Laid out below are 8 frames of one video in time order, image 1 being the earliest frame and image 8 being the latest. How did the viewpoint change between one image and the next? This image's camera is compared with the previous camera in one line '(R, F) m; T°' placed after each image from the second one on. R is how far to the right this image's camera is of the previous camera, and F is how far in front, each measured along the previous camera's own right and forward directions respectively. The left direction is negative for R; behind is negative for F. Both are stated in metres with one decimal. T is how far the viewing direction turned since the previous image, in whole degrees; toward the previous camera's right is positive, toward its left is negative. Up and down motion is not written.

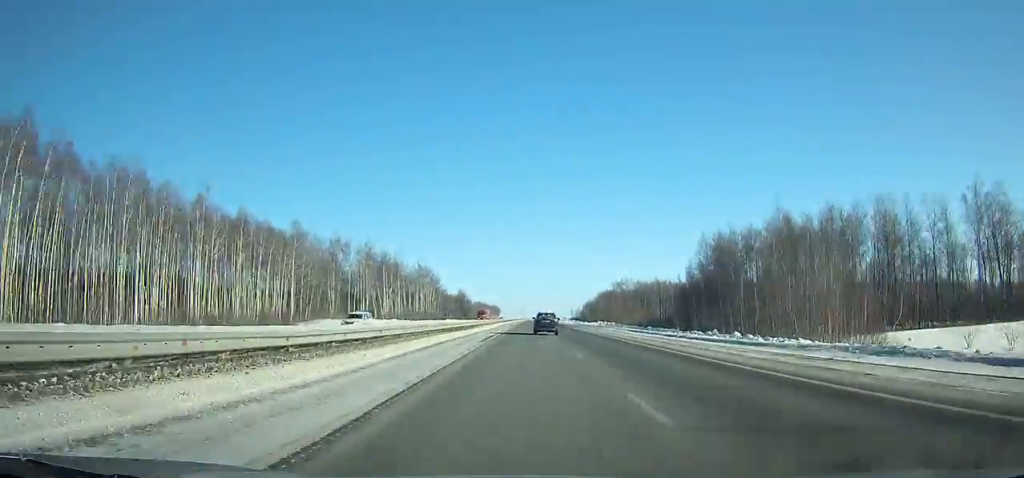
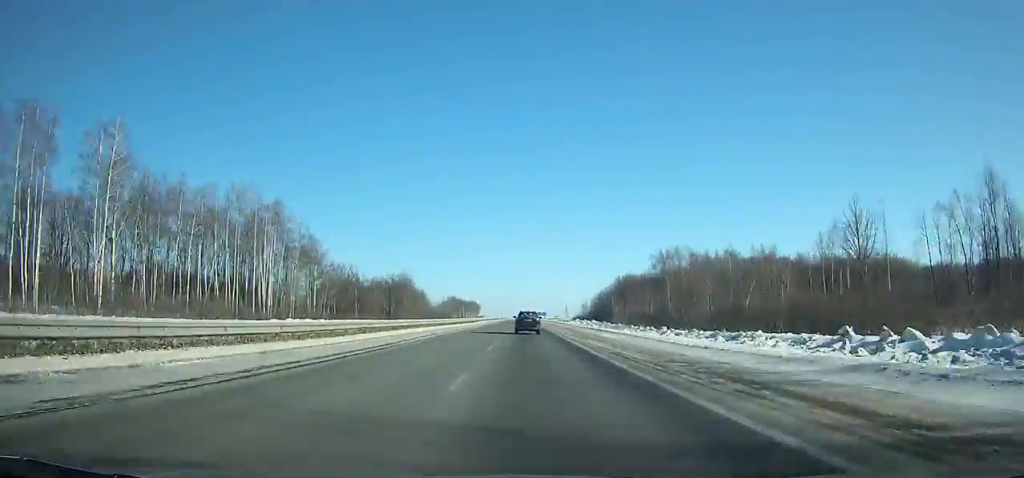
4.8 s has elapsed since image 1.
(+1.9, +128.6) m; +1°
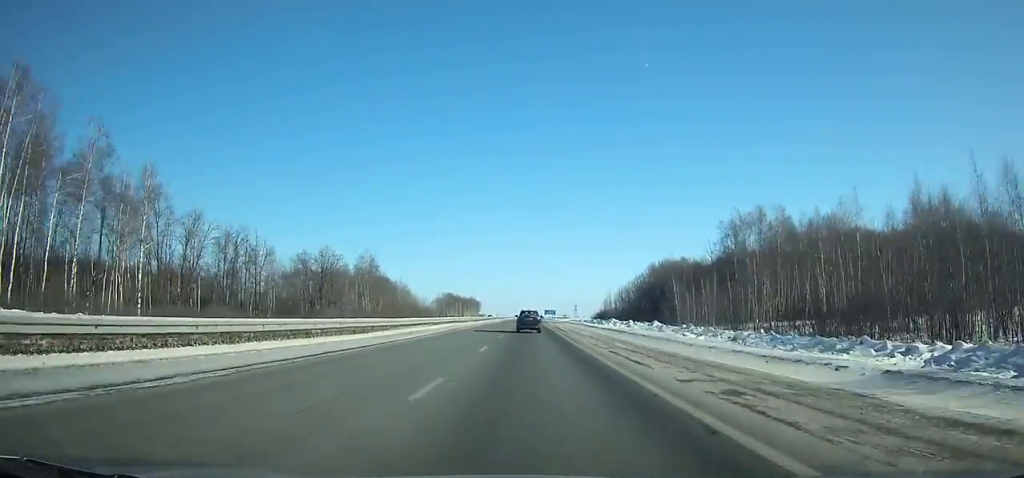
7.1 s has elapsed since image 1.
(-0.3, +61.1) m; 0°
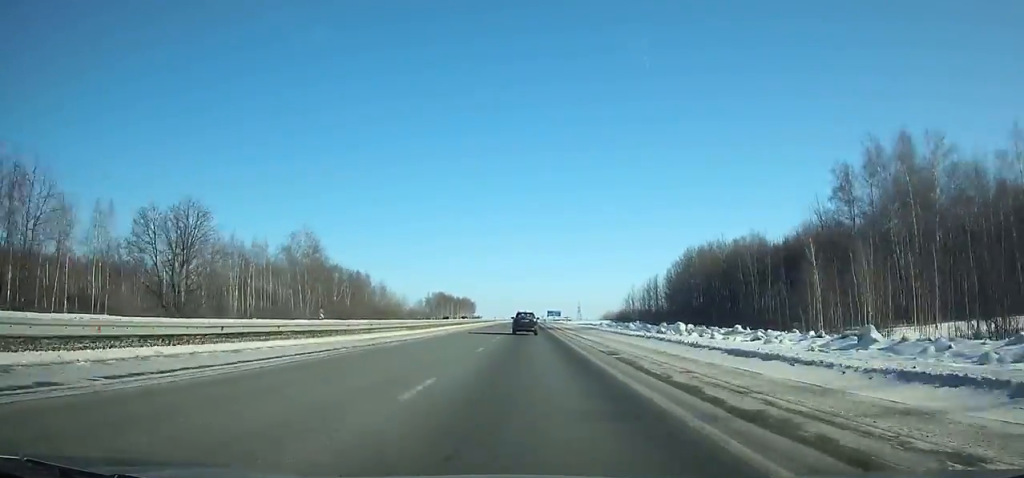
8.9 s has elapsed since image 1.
(-0.2, +47.6) m; 0°
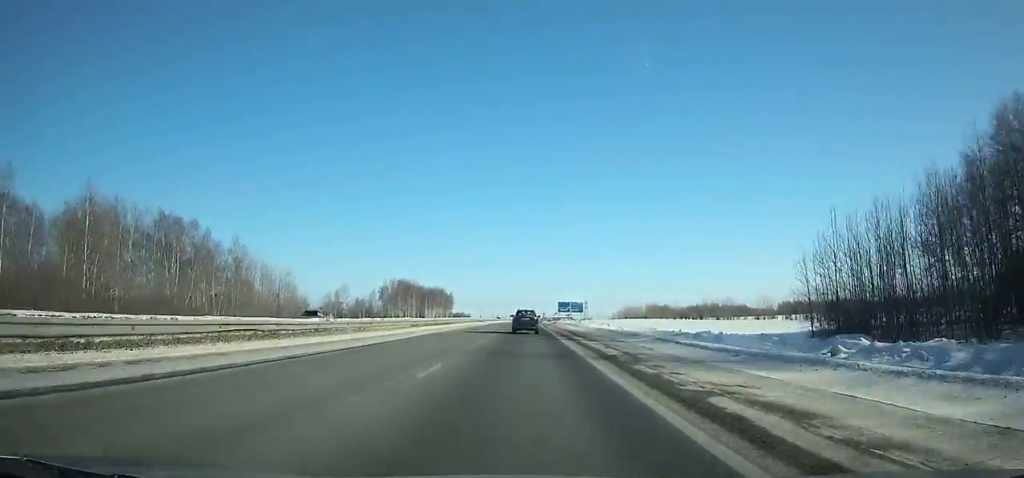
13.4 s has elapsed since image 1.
(+0.2, +116.7) m; 0°
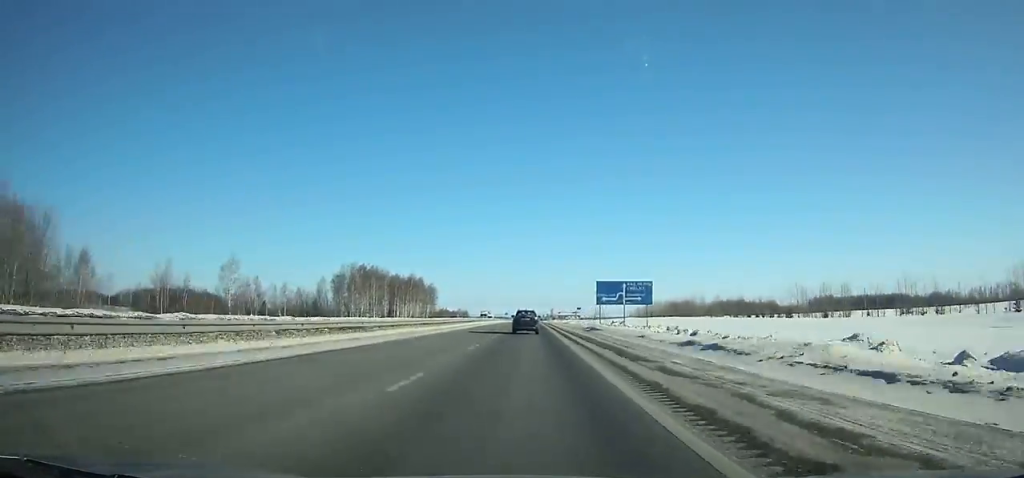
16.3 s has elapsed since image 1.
(+0.1, +73.4) m; 0°
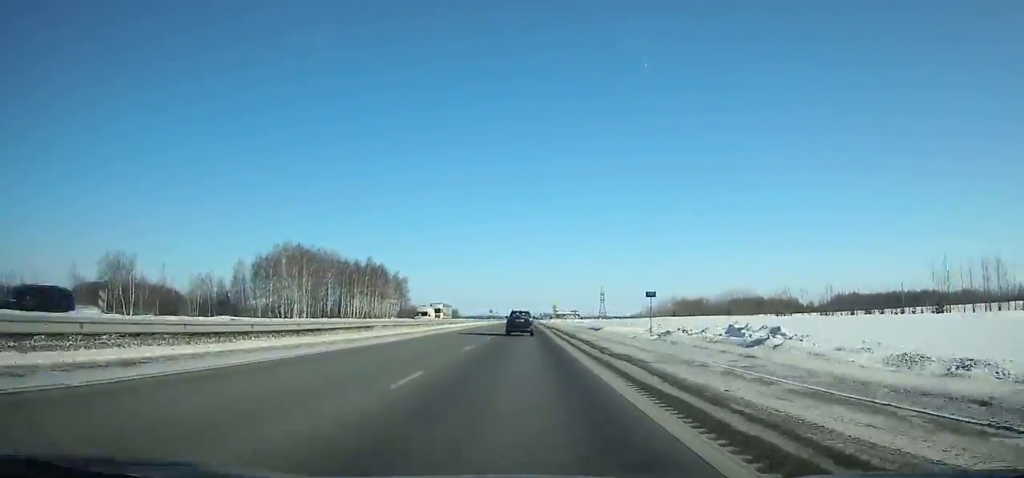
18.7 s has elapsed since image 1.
(0.0, +59.4) m; 0°
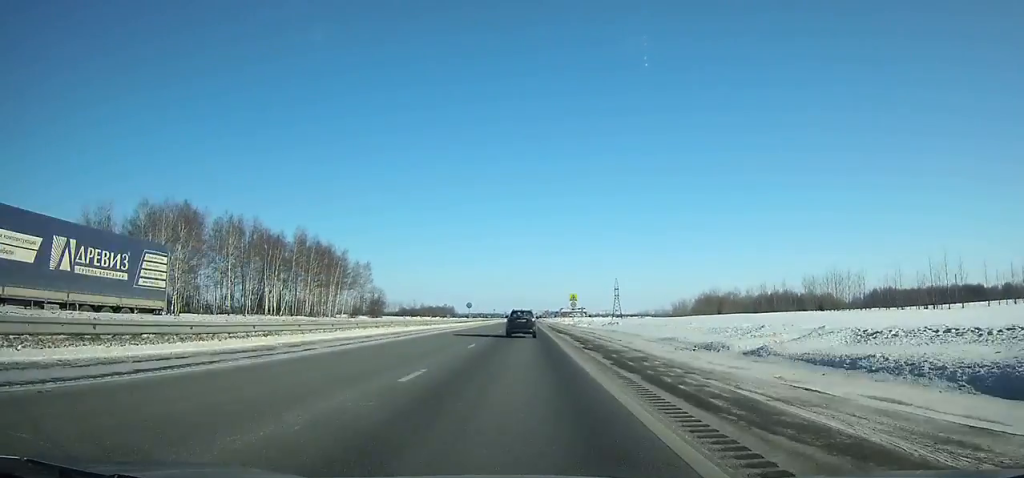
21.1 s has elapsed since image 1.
(0.0, +58.1) m; 0°
